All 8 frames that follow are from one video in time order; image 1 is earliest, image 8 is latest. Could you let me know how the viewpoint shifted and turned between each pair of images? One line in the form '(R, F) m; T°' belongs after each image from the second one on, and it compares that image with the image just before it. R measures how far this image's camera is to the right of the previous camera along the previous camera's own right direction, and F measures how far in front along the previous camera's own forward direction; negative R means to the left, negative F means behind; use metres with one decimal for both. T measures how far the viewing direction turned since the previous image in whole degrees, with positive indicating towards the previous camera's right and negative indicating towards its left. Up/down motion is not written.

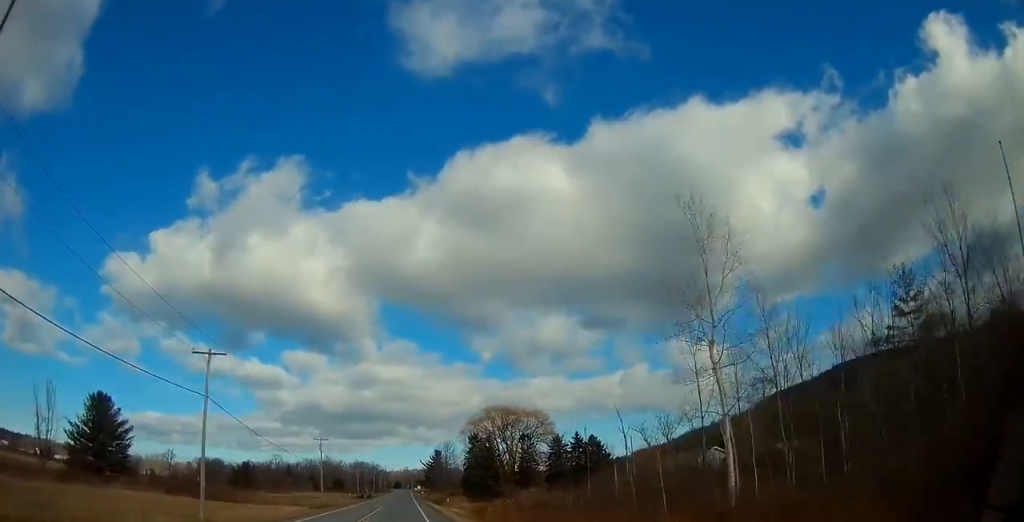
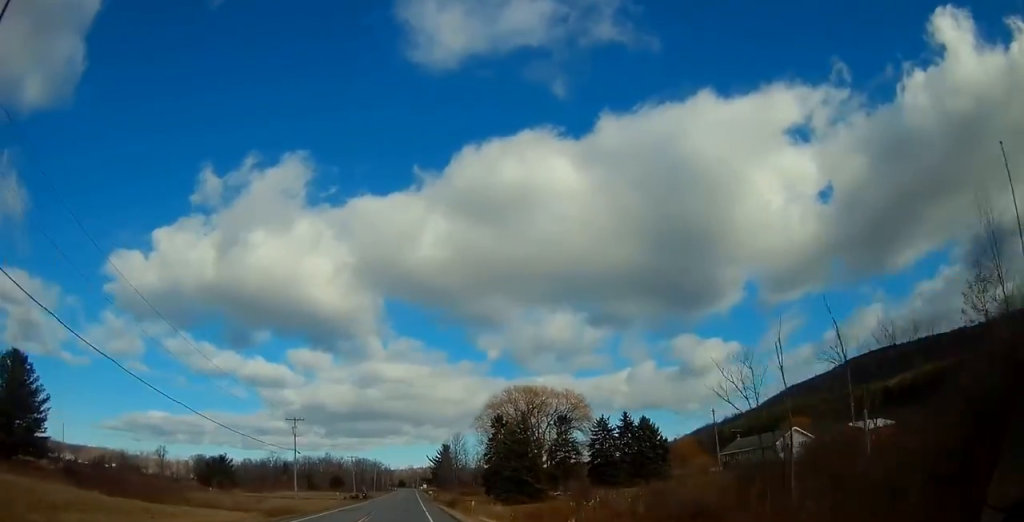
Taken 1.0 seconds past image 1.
(+0.2, +24.1) m; 0°
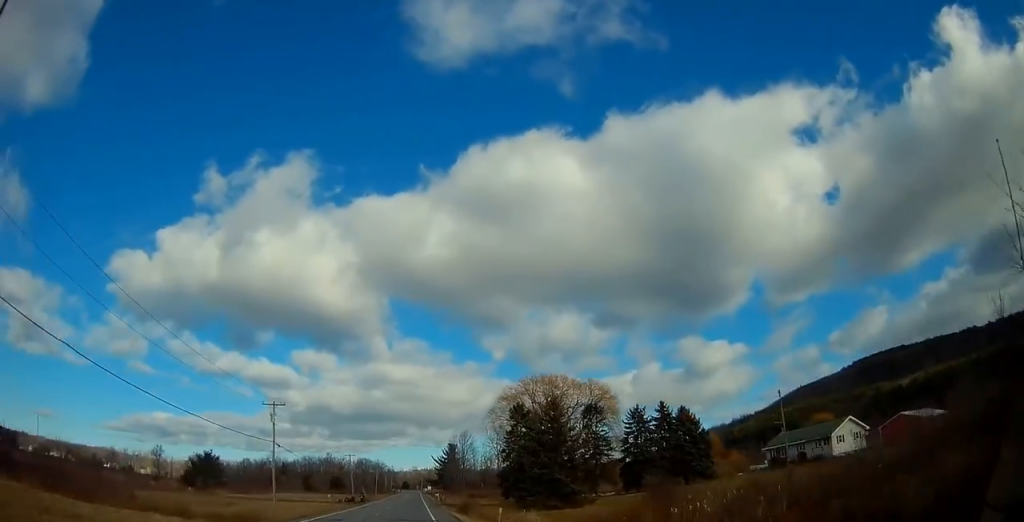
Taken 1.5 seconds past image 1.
(0.0, +12.5) m; 0°
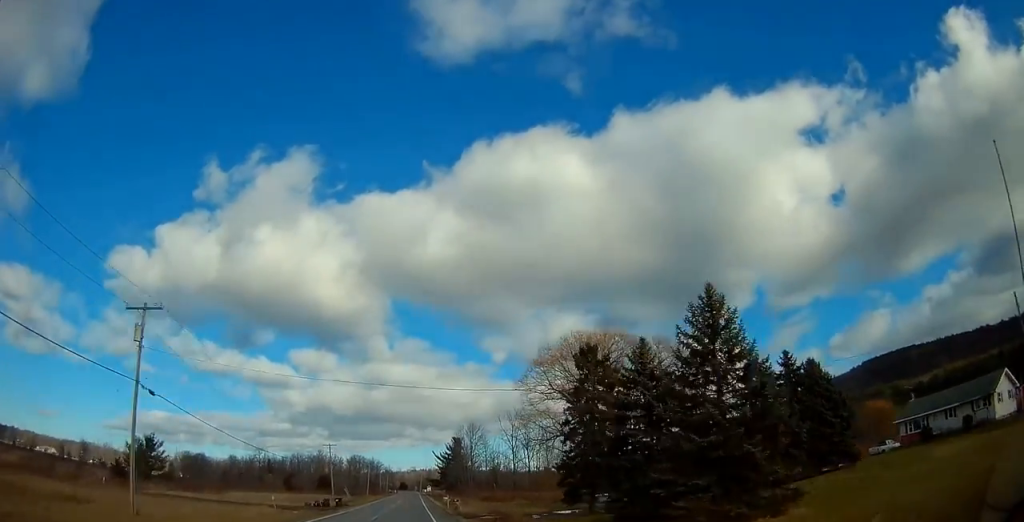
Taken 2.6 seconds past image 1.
(-0.3, +29.2) m; -1°
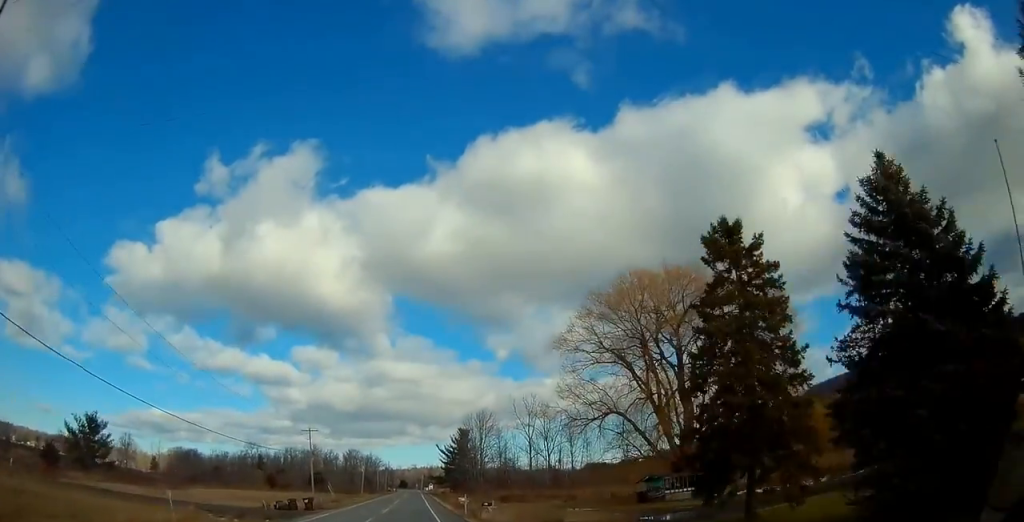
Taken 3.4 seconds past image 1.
(0.0, +20.2) m; 0°
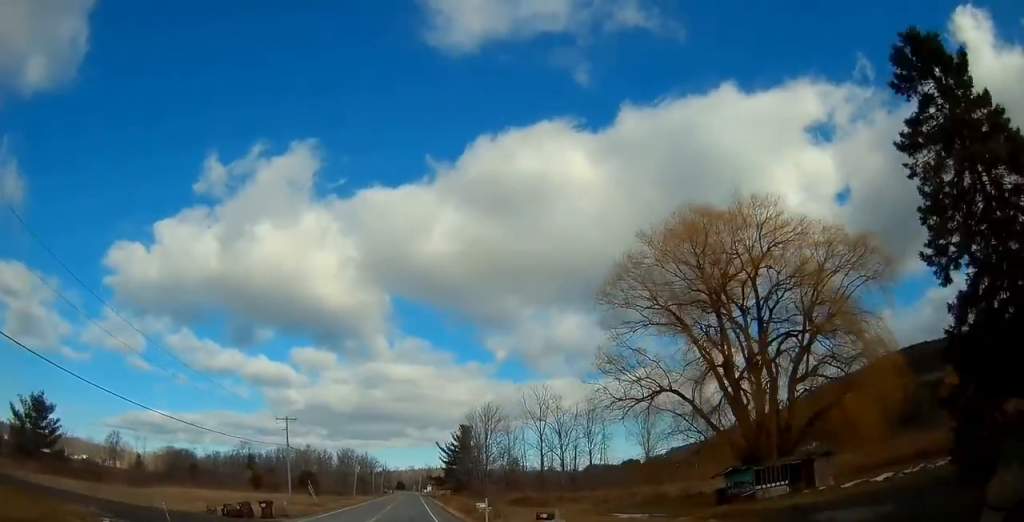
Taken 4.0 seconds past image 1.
(0.0, +13.4) m; 0°
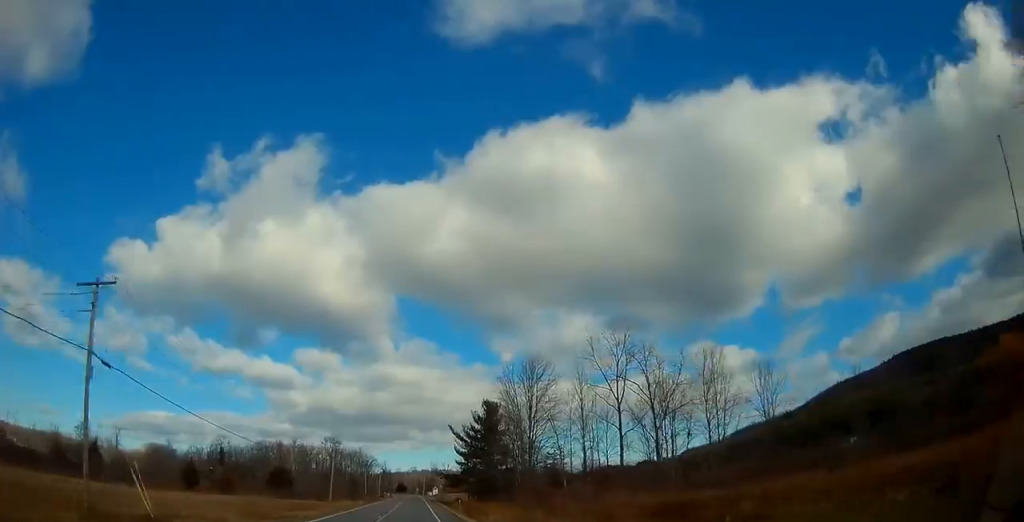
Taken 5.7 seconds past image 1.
(+0.4, +42.7) m; 0°
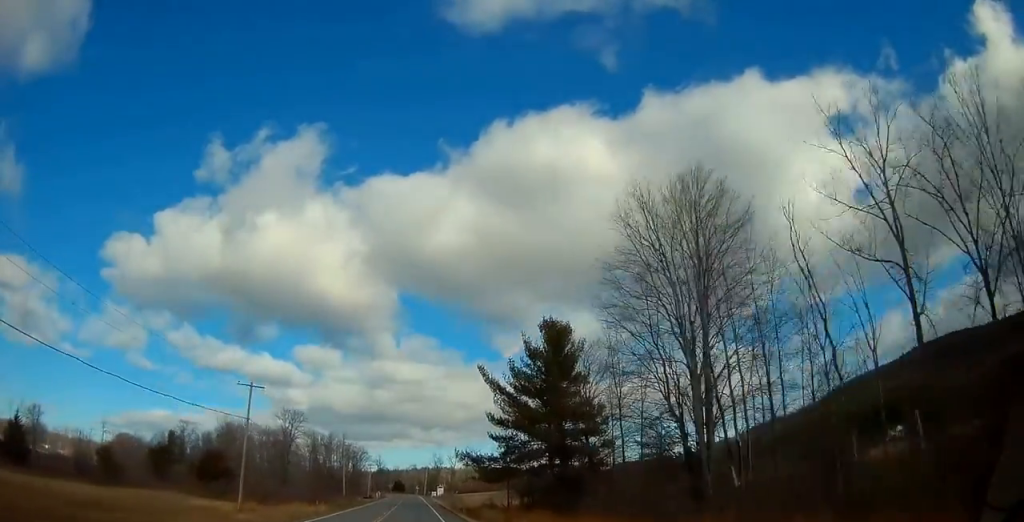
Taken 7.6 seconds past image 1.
(-0.5, +48.6) m; -1°
